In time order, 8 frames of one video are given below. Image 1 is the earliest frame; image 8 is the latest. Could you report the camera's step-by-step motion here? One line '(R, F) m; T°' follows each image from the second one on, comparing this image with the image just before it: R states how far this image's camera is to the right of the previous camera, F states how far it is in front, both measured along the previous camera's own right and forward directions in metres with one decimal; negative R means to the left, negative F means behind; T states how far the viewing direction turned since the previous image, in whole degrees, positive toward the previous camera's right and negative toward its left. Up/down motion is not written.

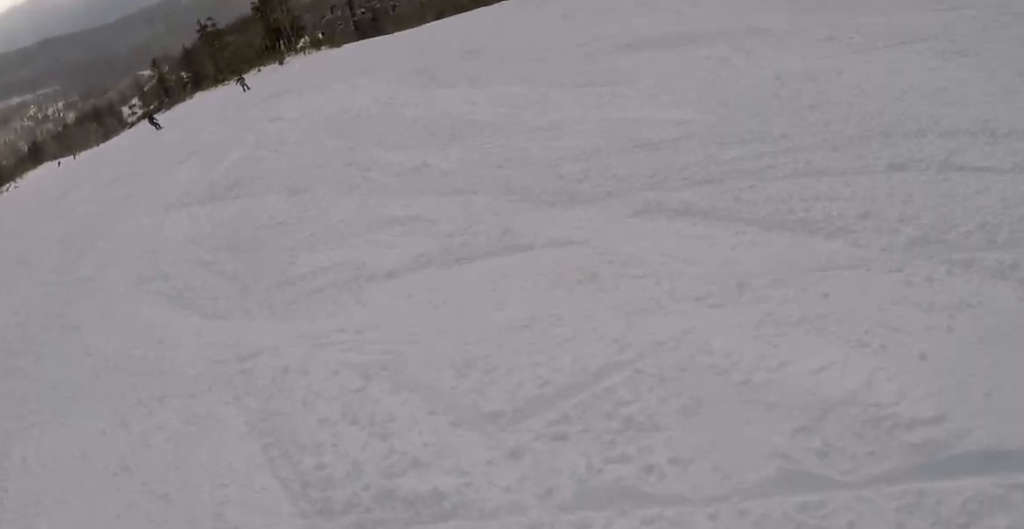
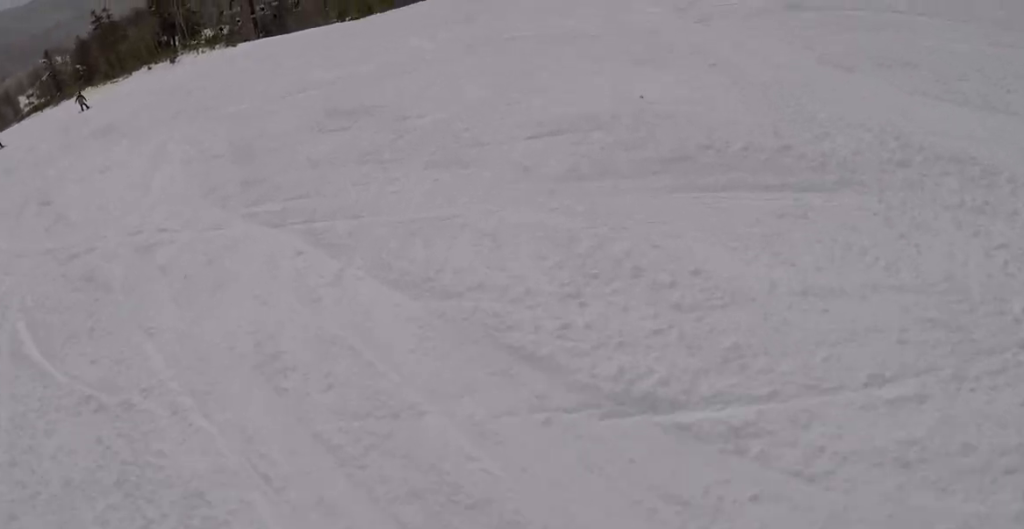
(0.0, +5.0) m; -1°
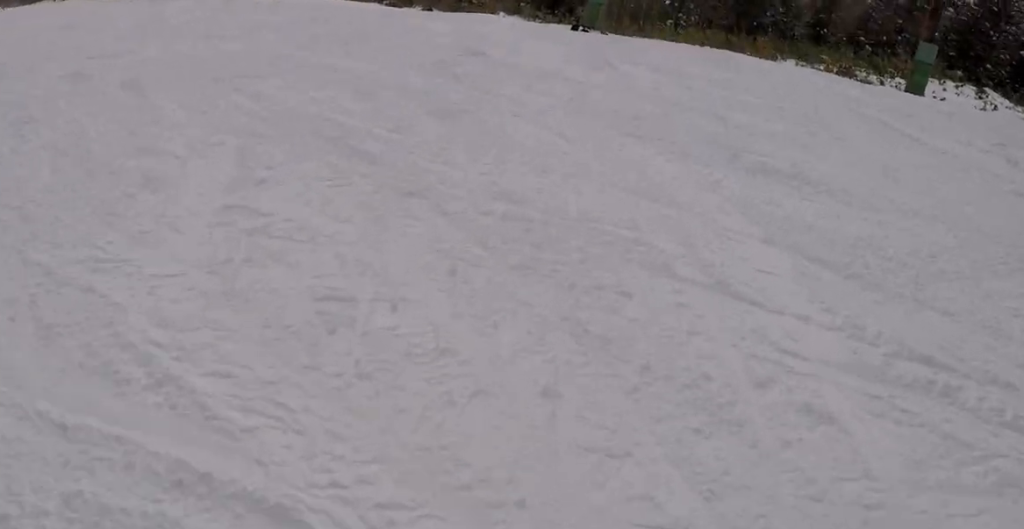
(-0.1, +7.0) m; -10°
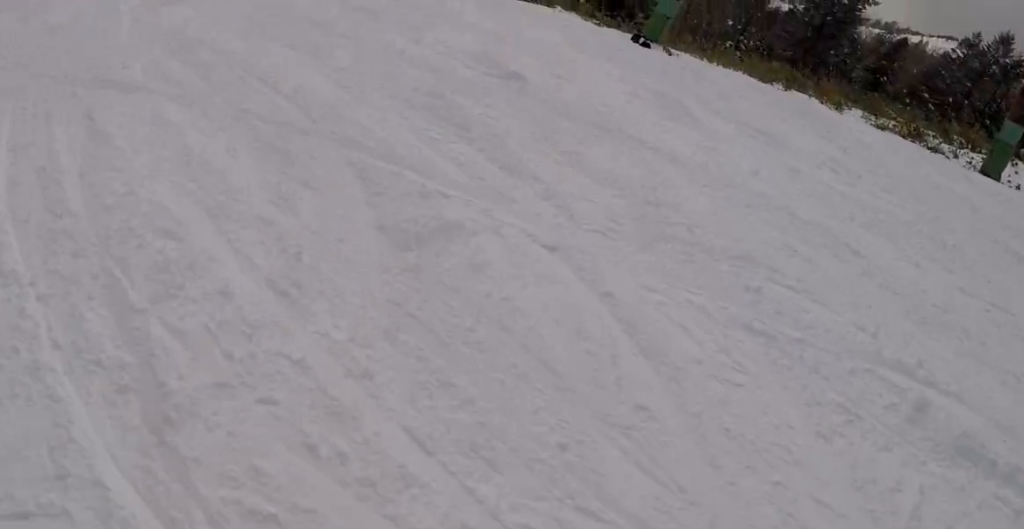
(+0.4, +3.1) m; -8°
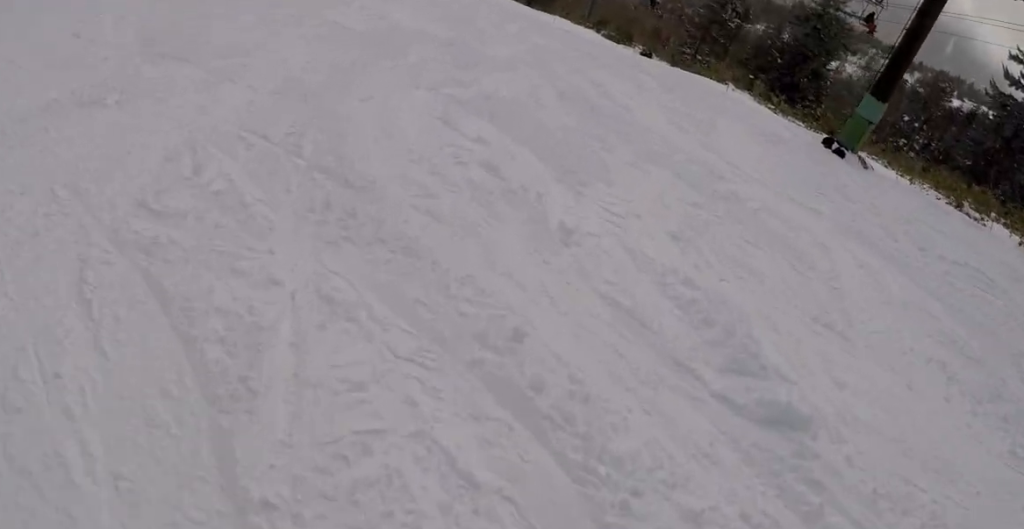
(-1.1, +4.3) m; -15°
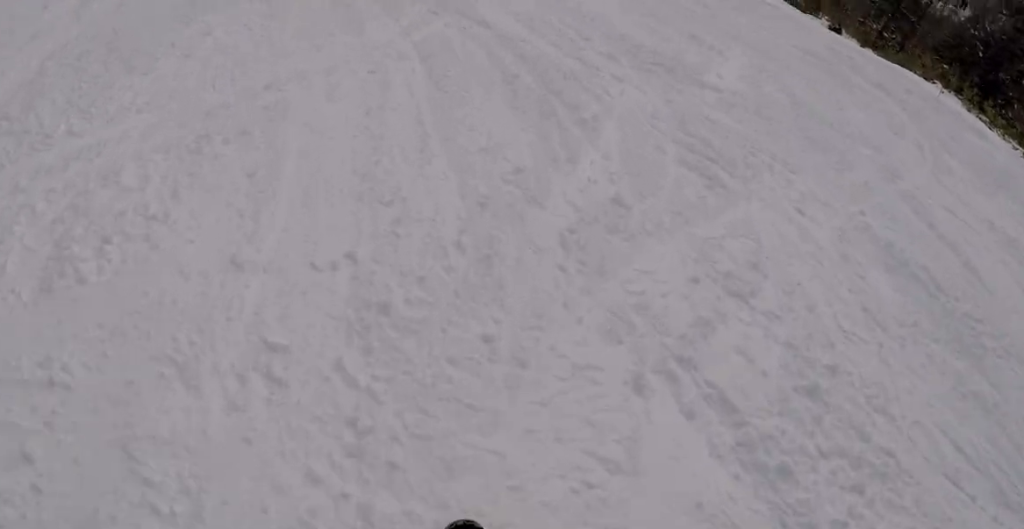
(-0.7, +4.9) m; -18°
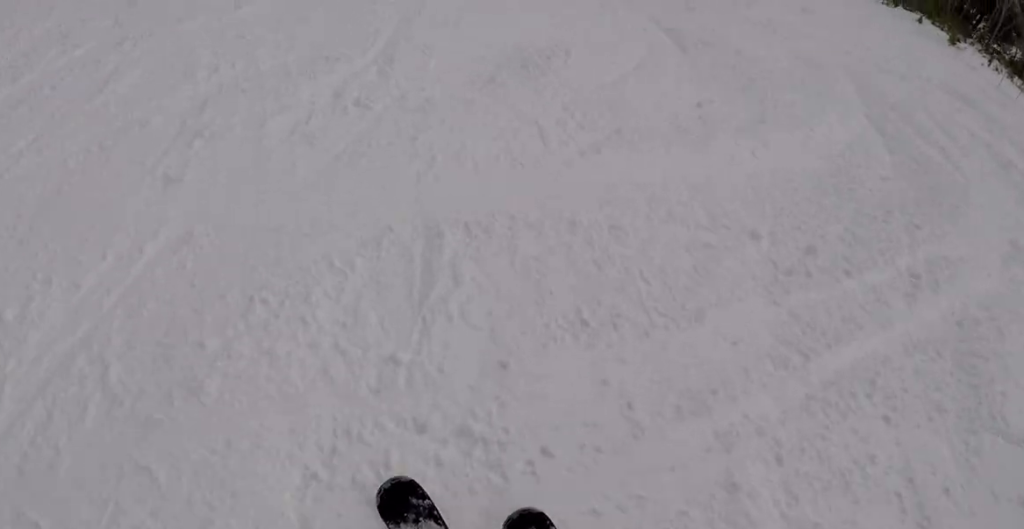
(-1.7, +7.4) m; -23°
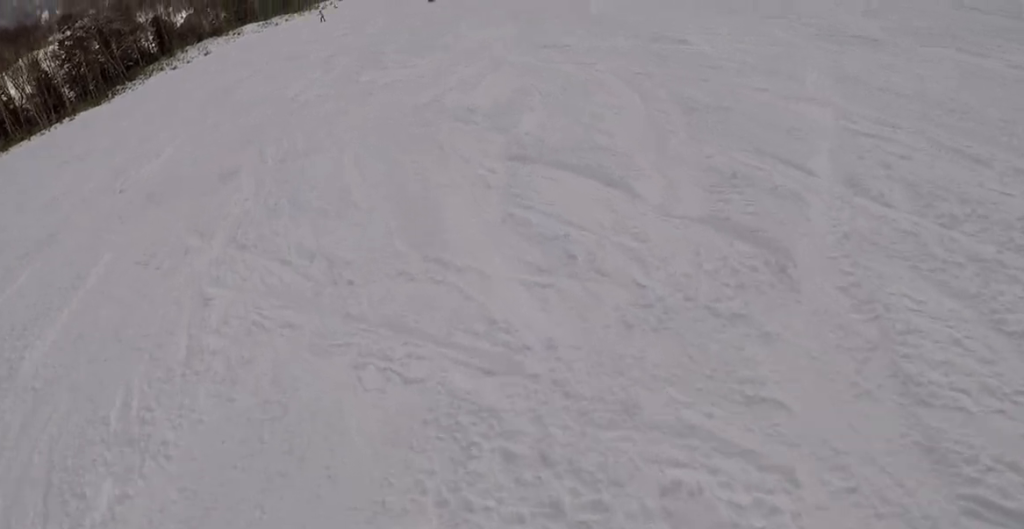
(+2.8, +14.3) m; +40°
